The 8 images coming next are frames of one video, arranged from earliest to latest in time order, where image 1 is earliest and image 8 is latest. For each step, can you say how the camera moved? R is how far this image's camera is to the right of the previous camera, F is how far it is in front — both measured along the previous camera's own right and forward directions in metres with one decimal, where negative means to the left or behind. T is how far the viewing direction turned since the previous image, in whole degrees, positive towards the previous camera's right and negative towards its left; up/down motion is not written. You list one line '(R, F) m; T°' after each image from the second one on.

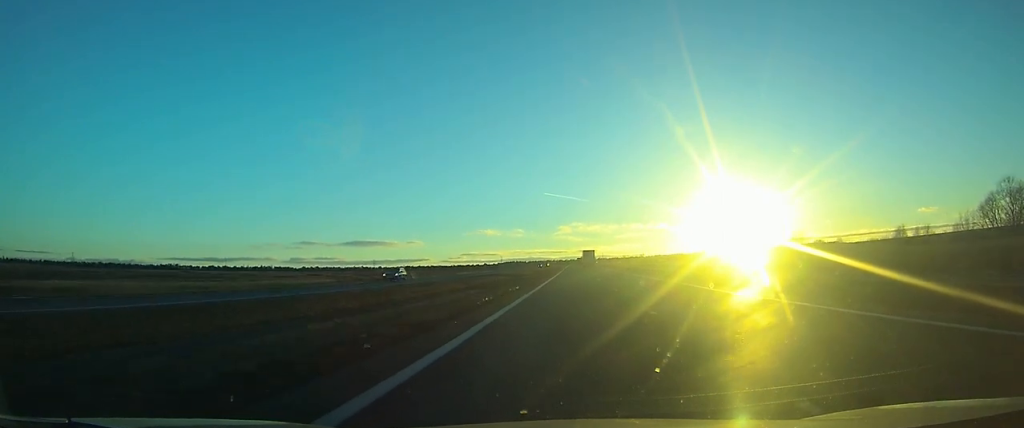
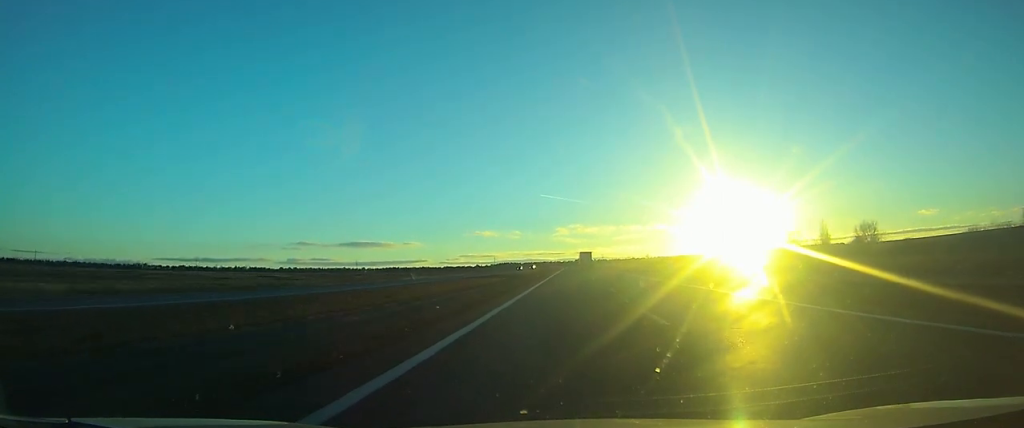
(0.0, +59.2) m; 0°
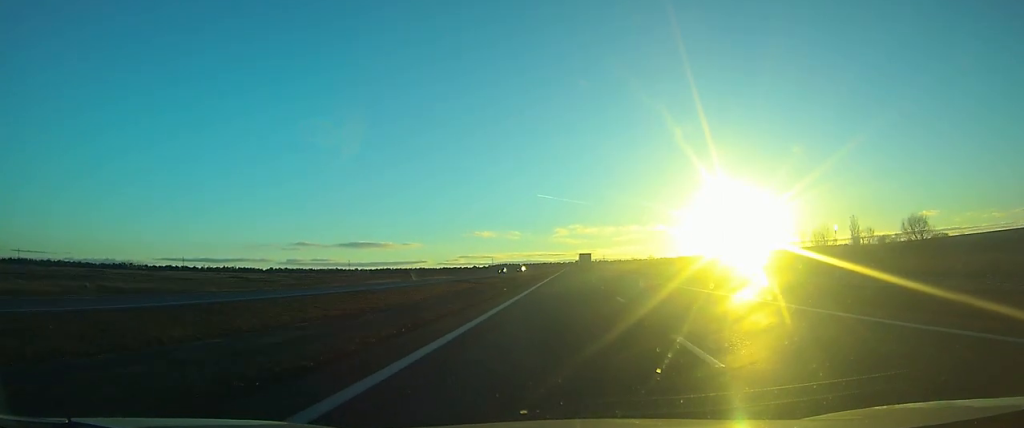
(0.0, +27.0) m; 0°
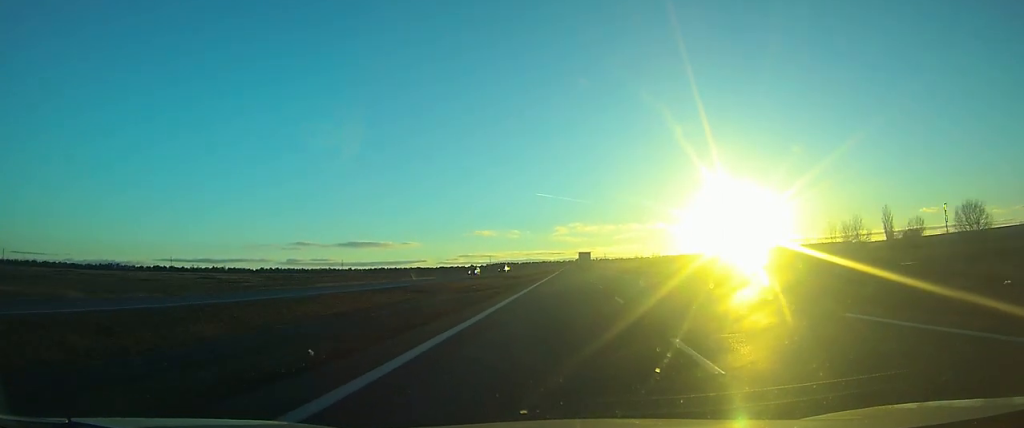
(0.0, +25.2) m; 0°
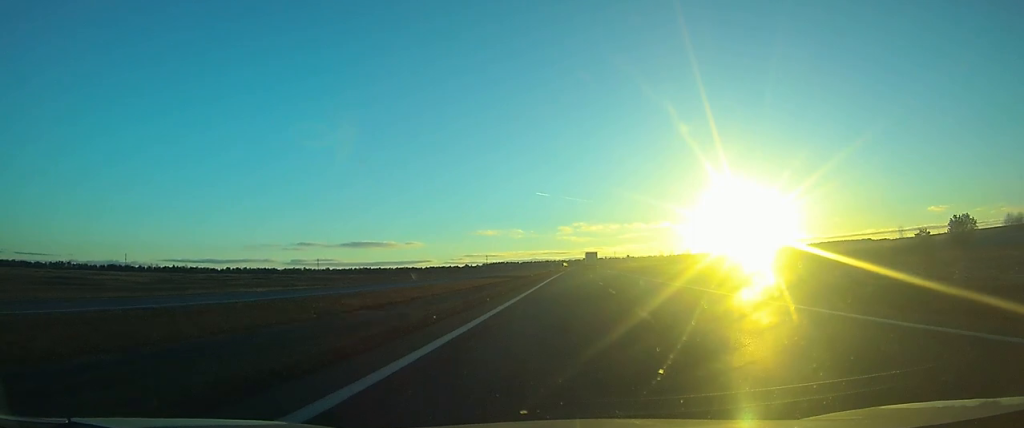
(-0.5, +92.0) m; -1°
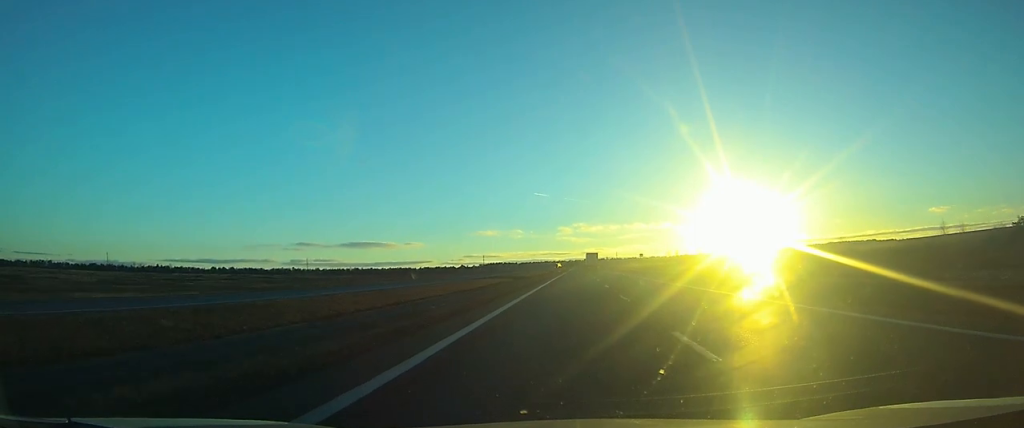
(-0.1, +28.4) m; 0°
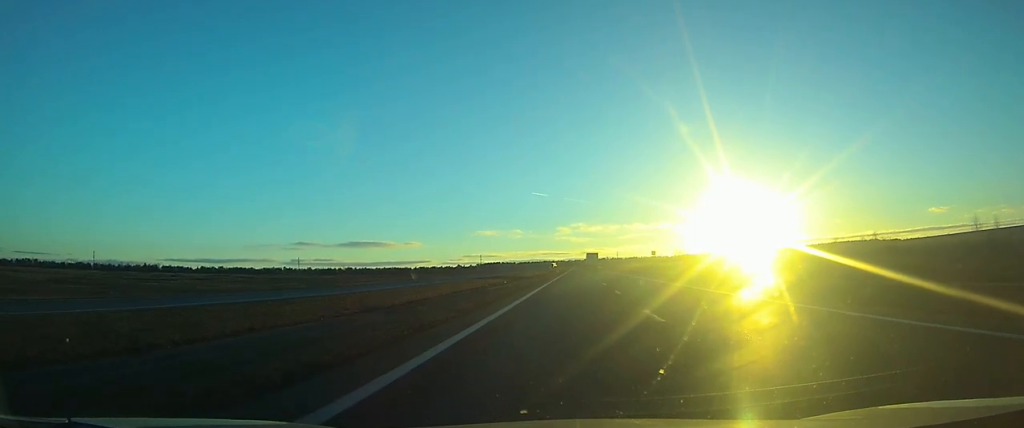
(0.0, +18.1) m; 0°
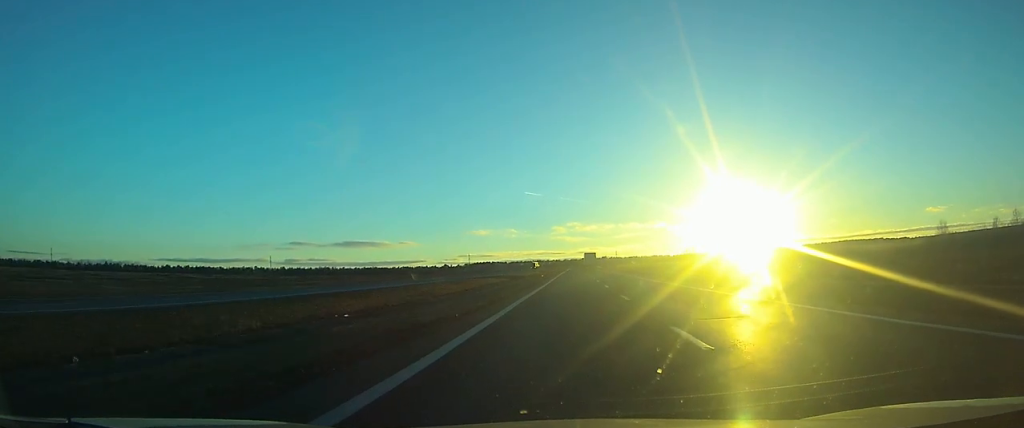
(+0.1, +49.5) m; 0°
